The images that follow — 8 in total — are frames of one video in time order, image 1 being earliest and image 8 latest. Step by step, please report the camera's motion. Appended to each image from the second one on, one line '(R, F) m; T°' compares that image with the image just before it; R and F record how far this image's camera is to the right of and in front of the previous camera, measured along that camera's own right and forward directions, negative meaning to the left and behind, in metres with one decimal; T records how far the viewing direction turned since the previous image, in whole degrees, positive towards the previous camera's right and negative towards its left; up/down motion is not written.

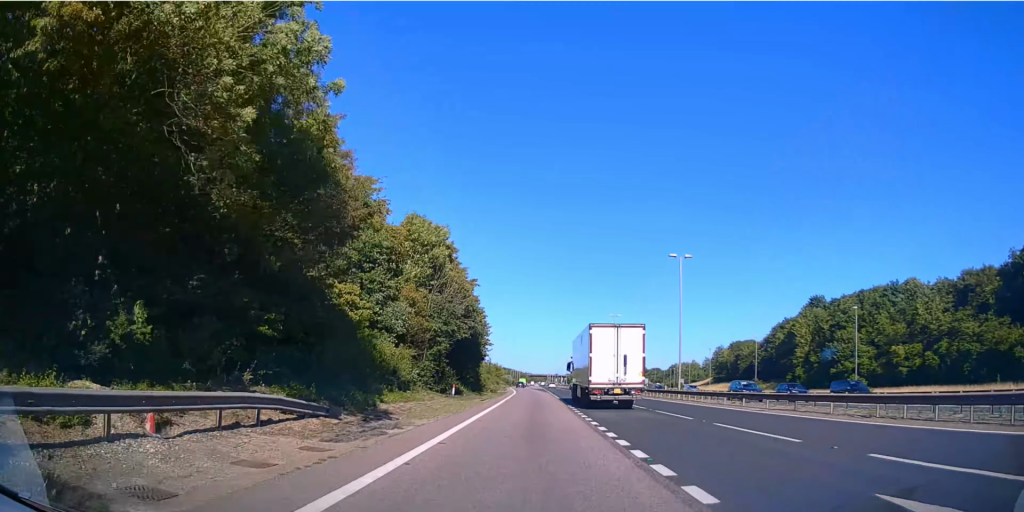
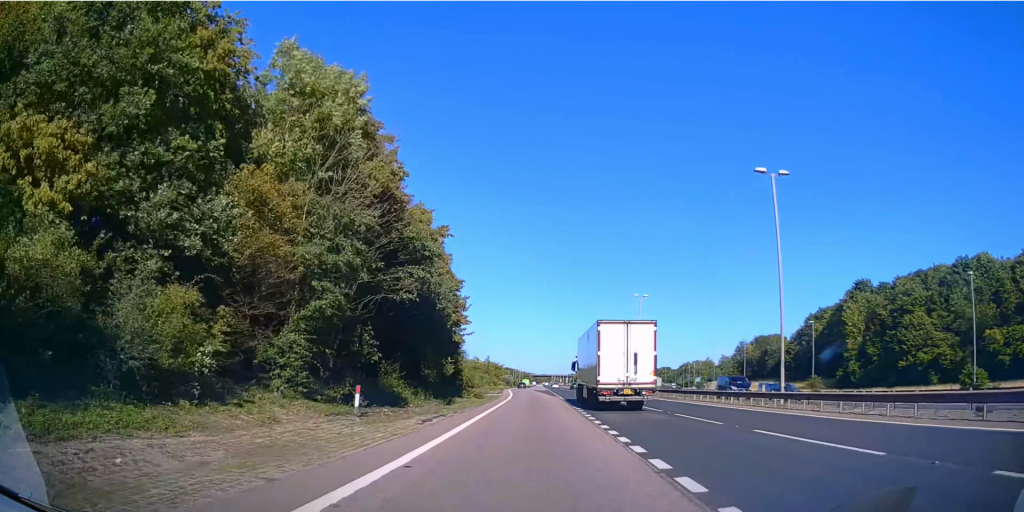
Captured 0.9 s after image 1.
(+0.1, +23.3) m; 0°
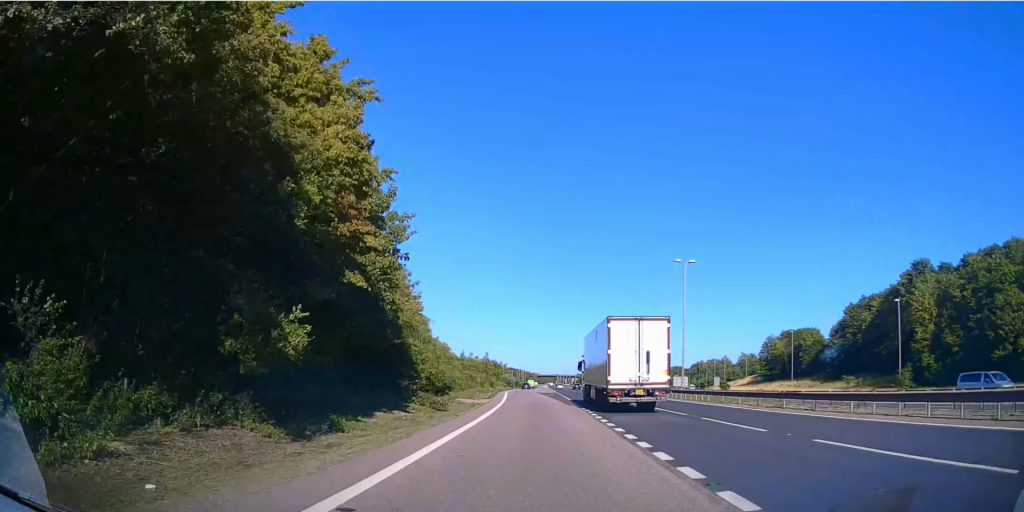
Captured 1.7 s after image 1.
(+0.1, +19.7) m; 0°
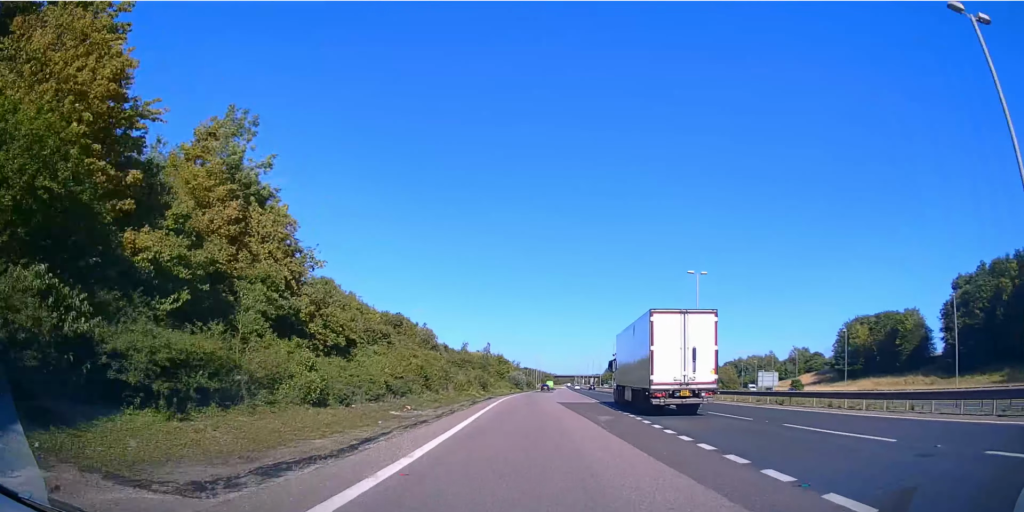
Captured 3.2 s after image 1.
(-0.9, +39.6) m; -2°
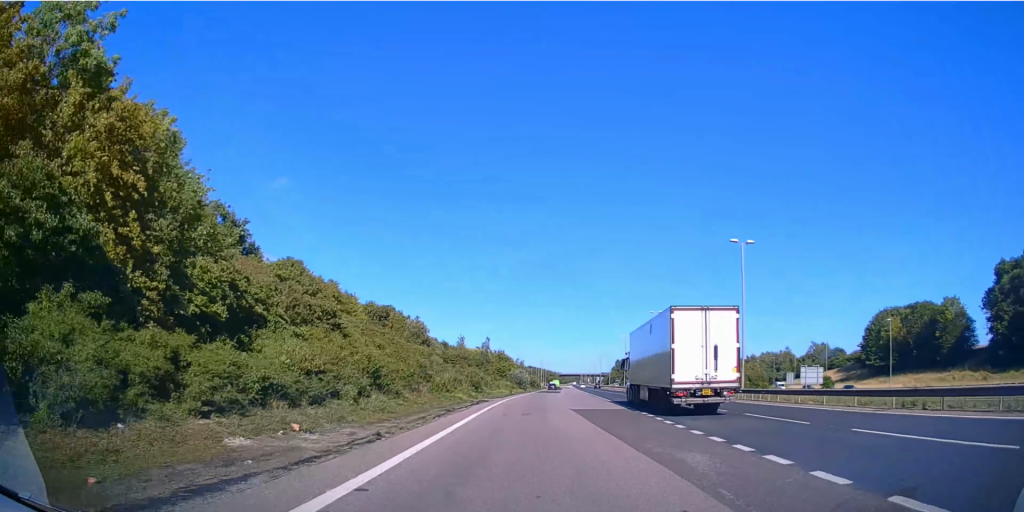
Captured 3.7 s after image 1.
(-0.1, +12.6) m; 0°
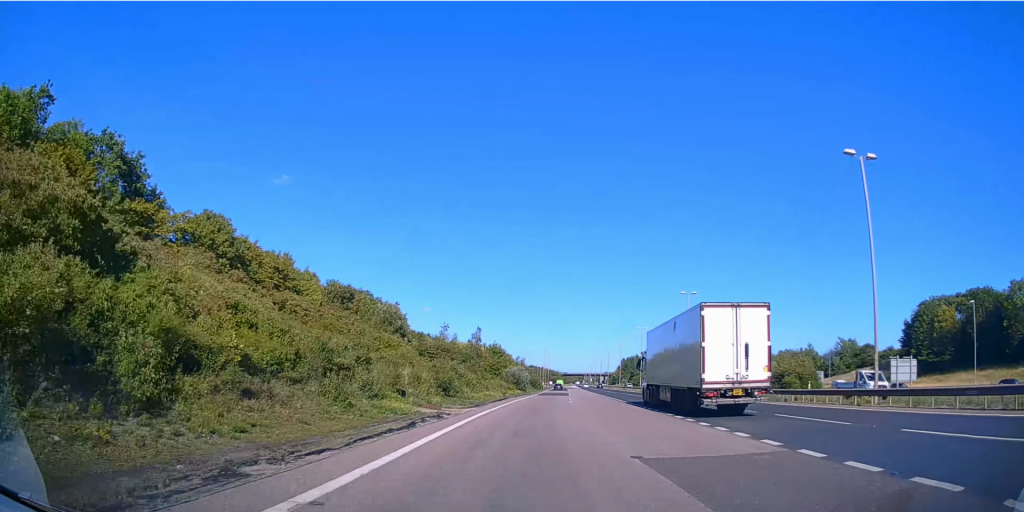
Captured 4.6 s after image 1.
(0.0, +21.0) m; 0°
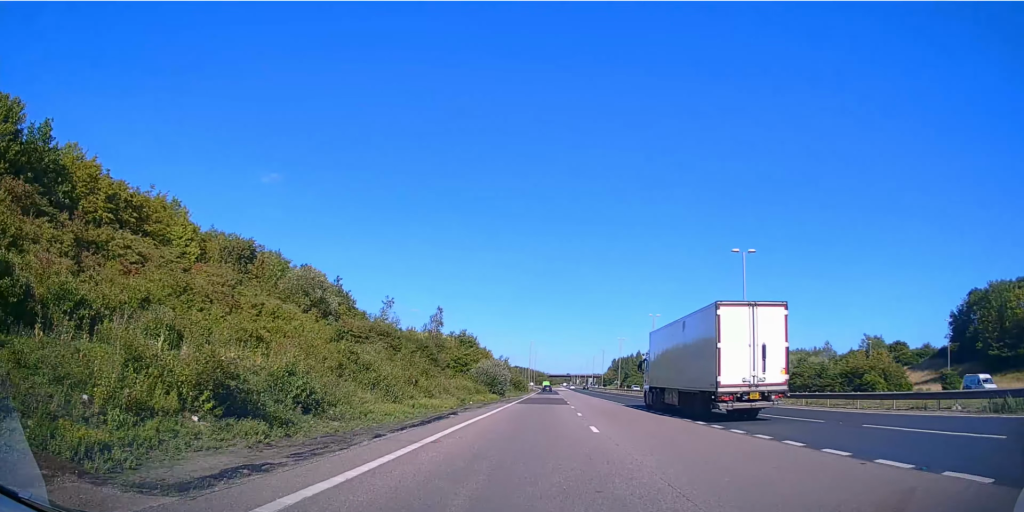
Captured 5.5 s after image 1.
(+0.2, +22.7) m; 0°
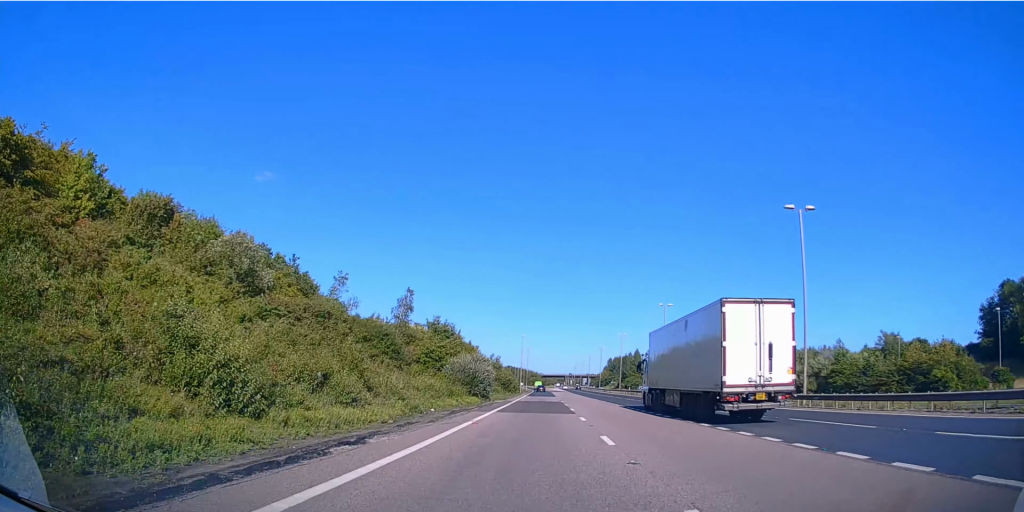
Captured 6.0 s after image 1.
(-0.1, +12.6) m; 0°
